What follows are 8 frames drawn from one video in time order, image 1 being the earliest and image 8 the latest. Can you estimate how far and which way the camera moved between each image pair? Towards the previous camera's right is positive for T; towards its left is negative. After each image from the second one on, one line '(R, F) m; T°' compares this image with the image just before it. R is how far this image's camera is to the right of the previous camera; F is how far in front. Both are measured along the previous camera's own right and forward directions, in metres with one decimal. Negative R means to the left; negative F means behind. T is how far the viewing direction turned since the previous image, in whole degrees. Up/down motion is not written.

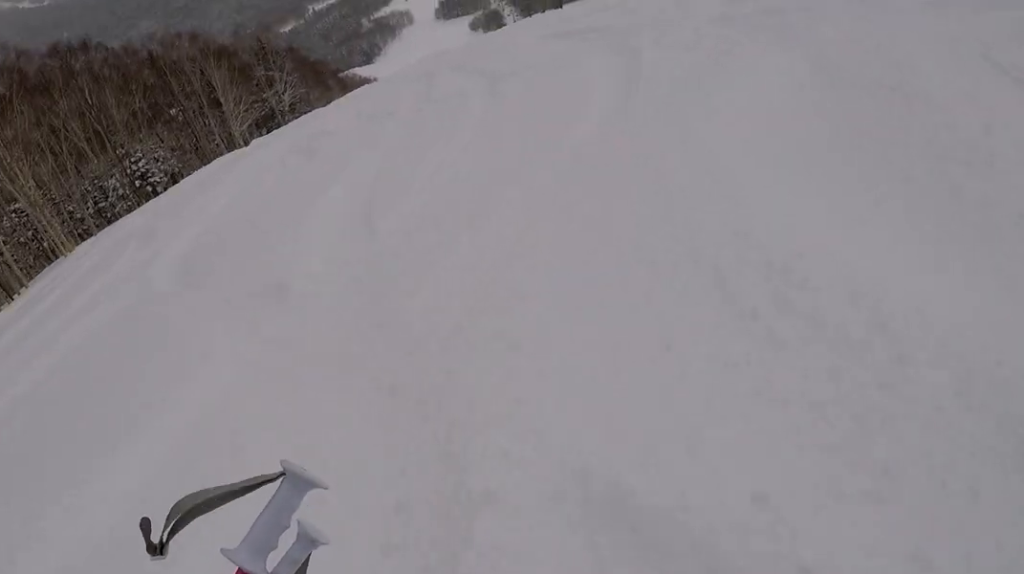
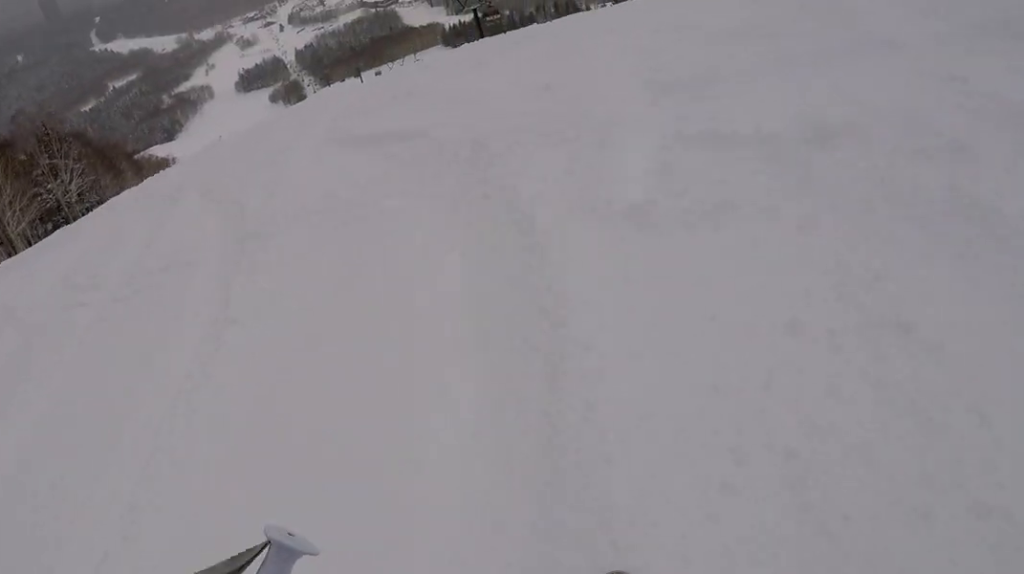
(+0.6, +4.6) m; +17°
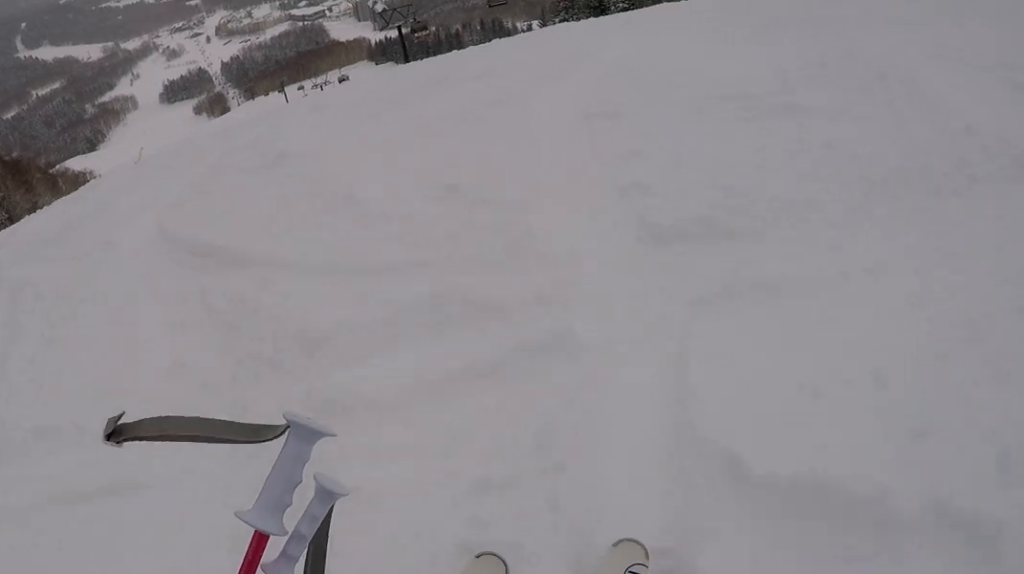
(+0.5, +2.5) m; +7°
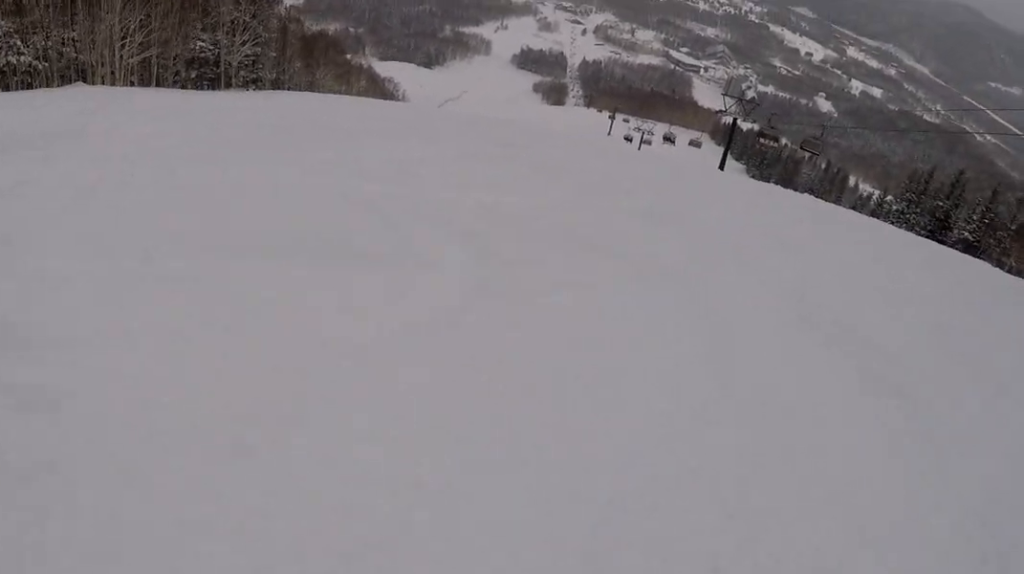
(+0.5, +8.7) m; -16°
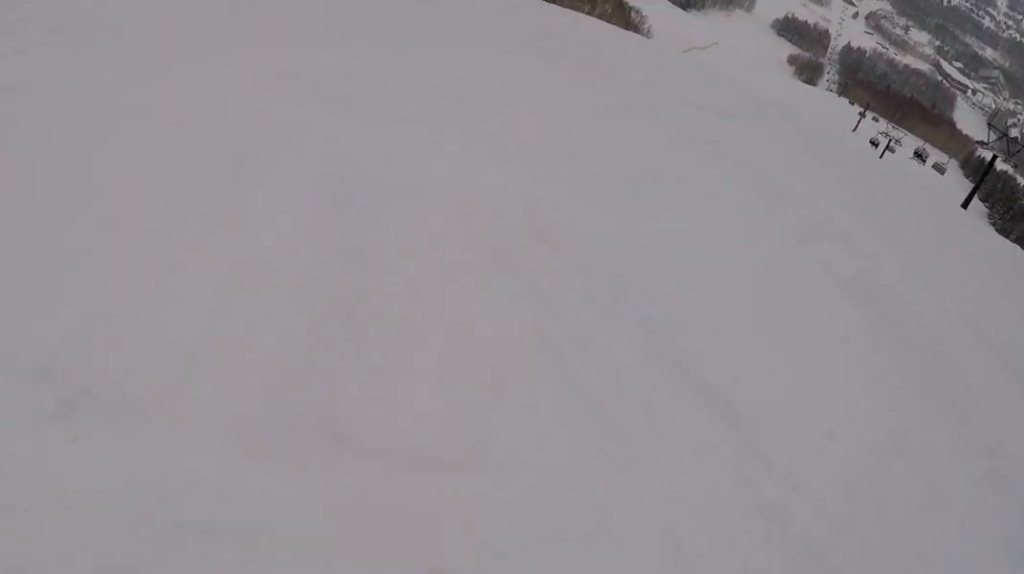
(-0.9, +3.1) m; -20°
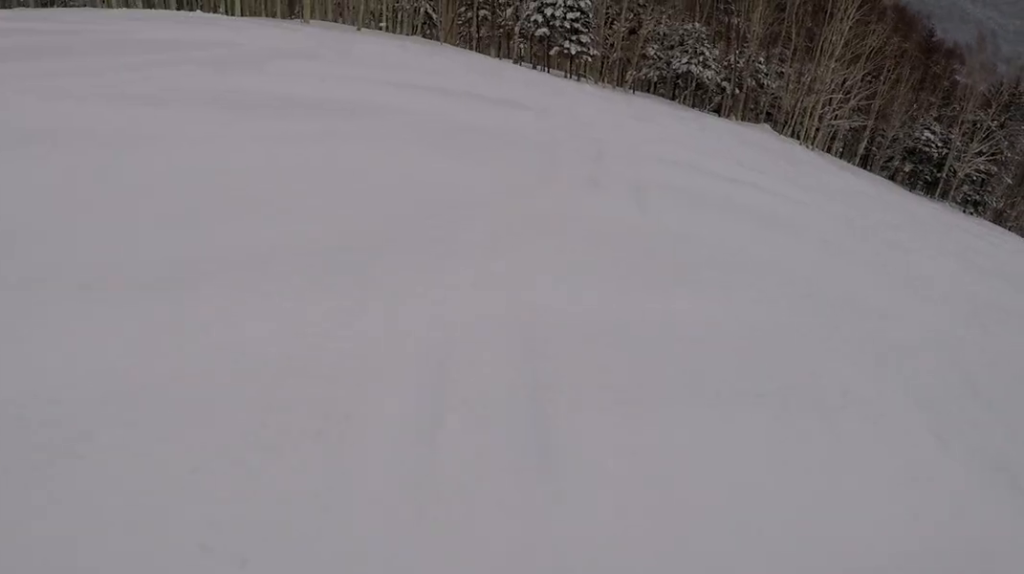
(-3.0, +6.6) m; -42°
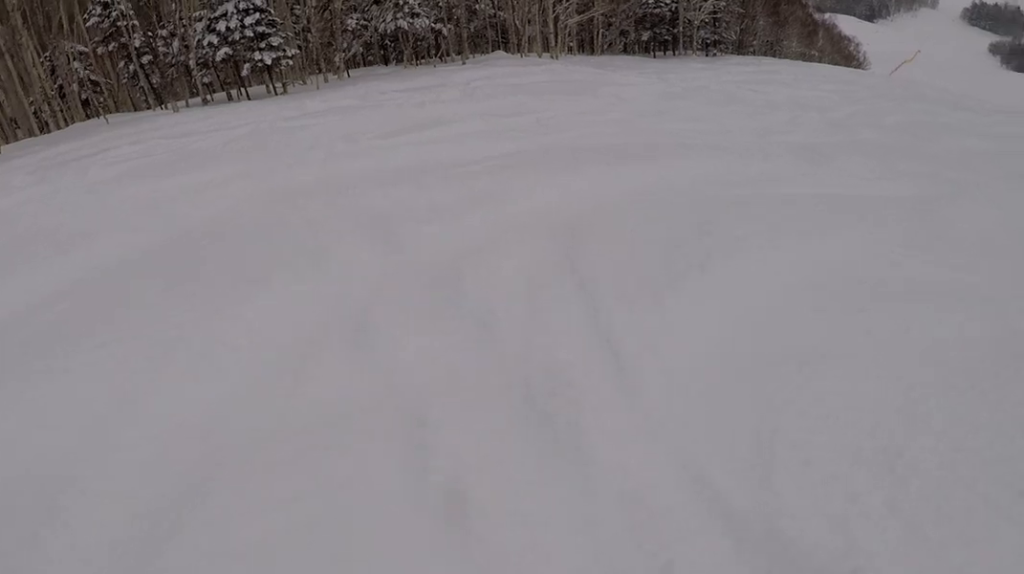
(-0.4, +6.0) m; +15°
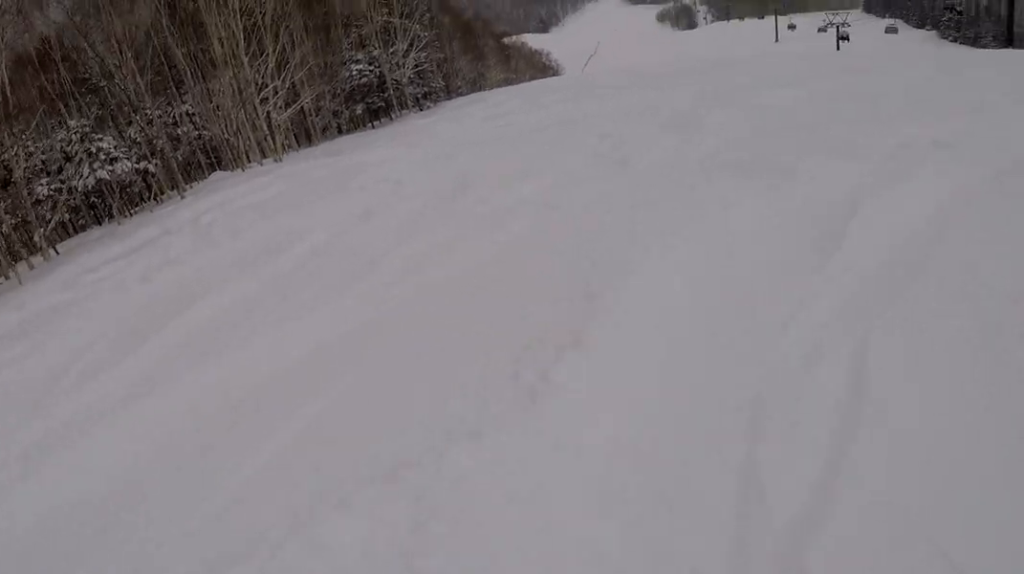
(+1.1, +3.9) m; +28°
